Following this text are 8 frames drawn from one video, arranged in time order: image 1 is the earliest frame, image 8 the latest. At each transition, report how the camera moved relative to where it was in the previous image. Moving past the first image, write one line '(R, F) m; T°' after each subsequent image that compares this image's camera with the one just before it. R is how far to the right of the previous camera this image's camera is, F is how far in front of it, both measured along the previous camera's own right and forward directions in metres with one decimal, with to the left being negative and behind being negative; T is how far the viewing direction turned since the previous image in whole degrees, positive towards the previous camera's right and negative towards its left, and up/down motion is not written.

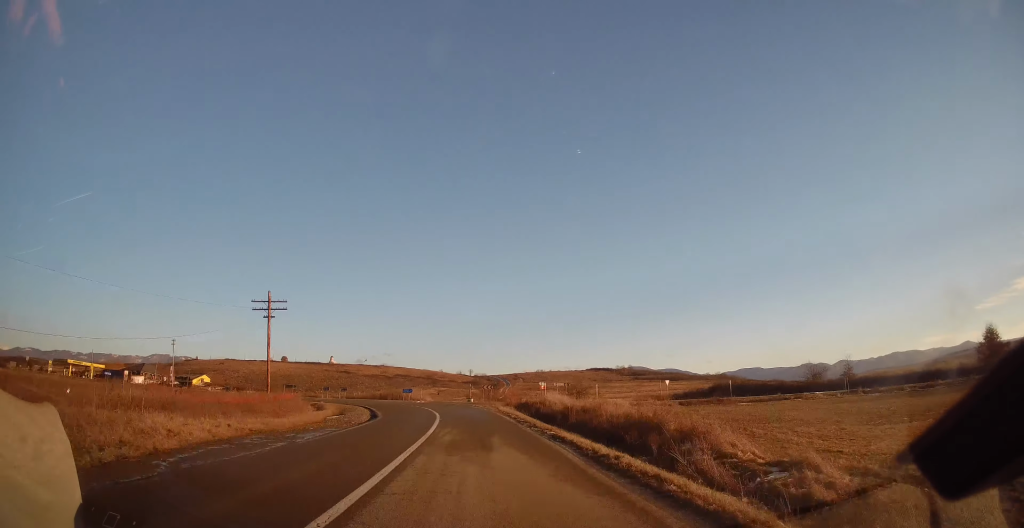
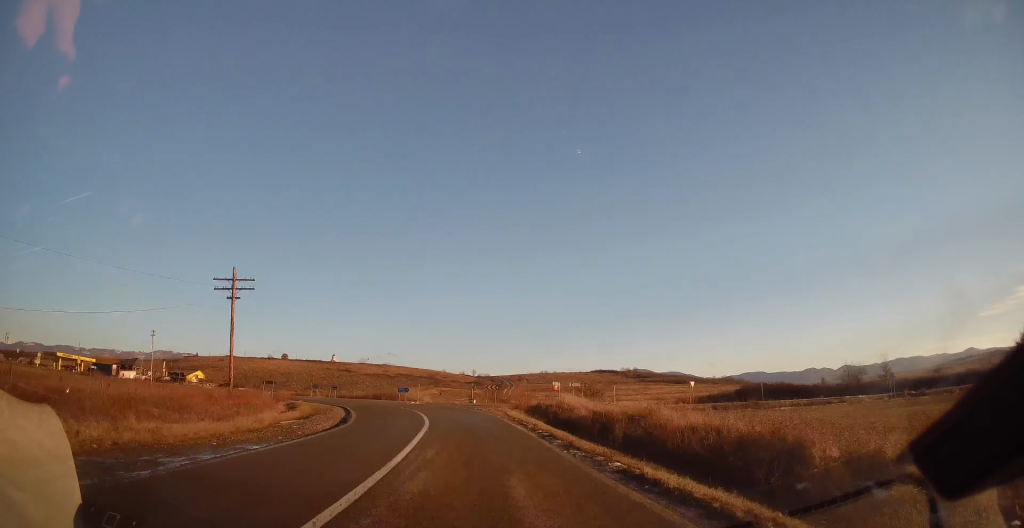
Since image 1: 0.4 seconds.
(0.0, +7.3) m; -1°
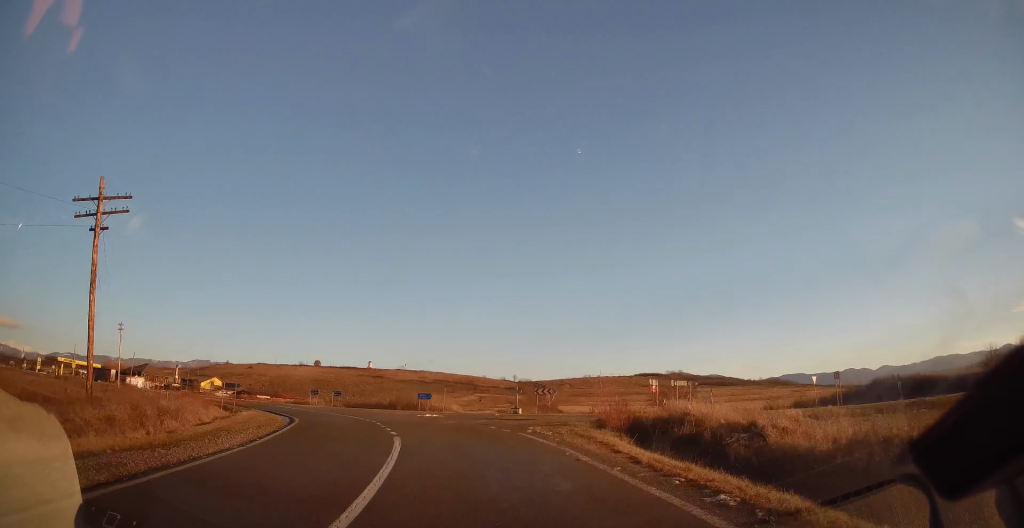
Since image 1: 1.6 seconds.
(-0.7, +17.4) m; -7°
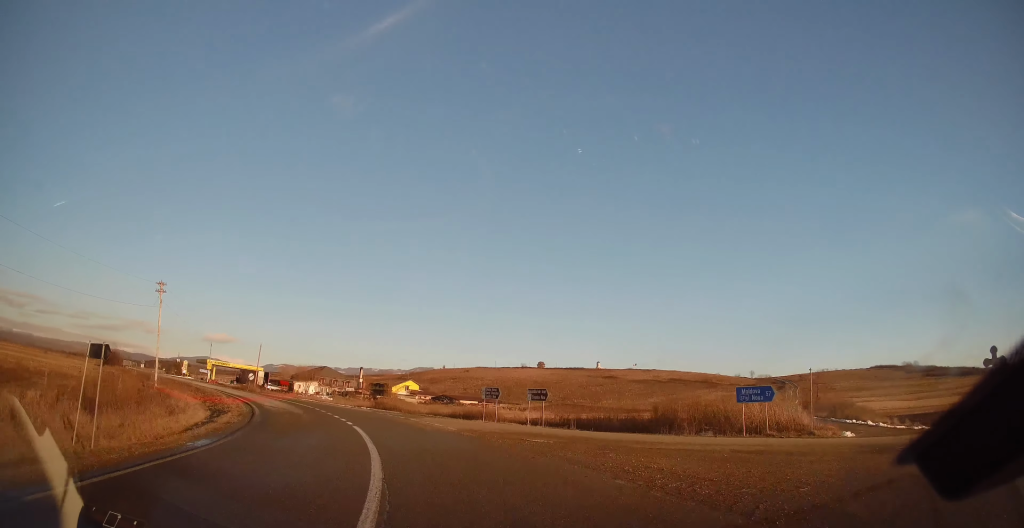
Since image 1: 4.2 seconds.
(-6.9, +33.8) m; -24°
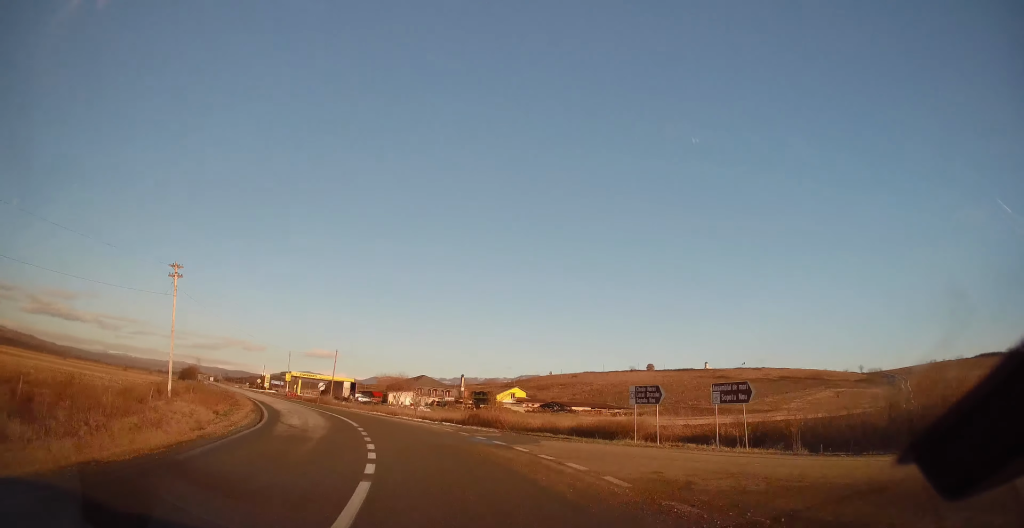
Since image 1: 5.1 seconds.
(-1.2, +12.1) m; -11°
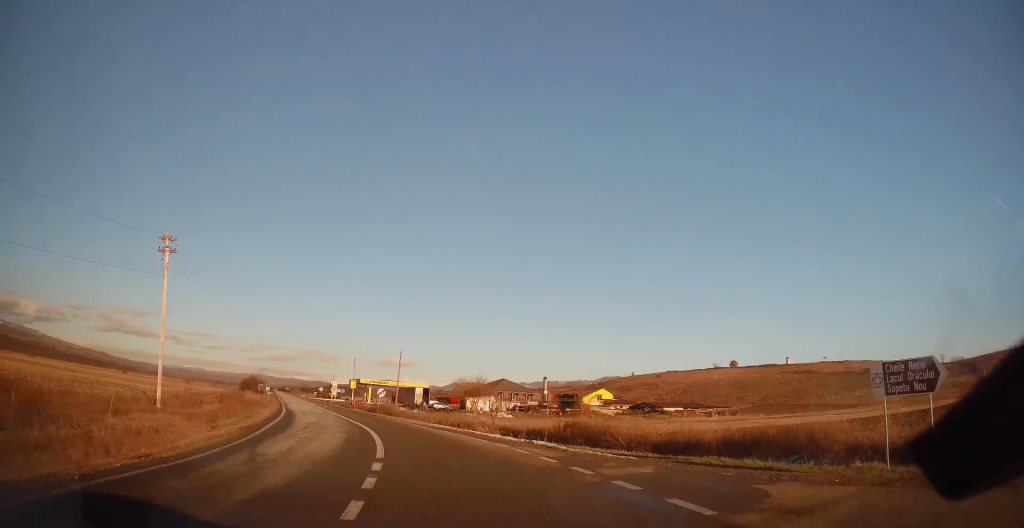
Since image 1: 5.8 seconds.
(-0.7, +9.3) m; -9°
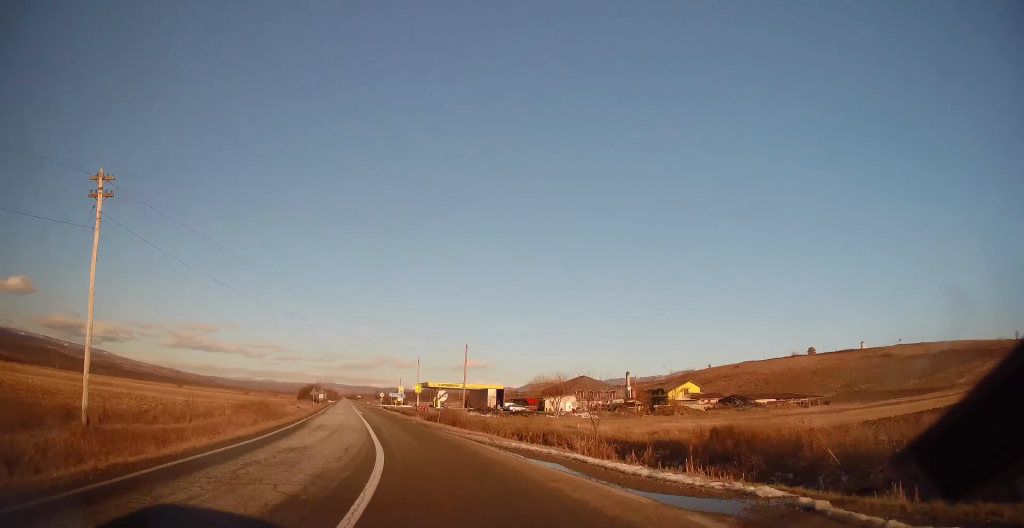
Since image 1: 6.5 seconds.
(-0.5, +10.2) m; -9°
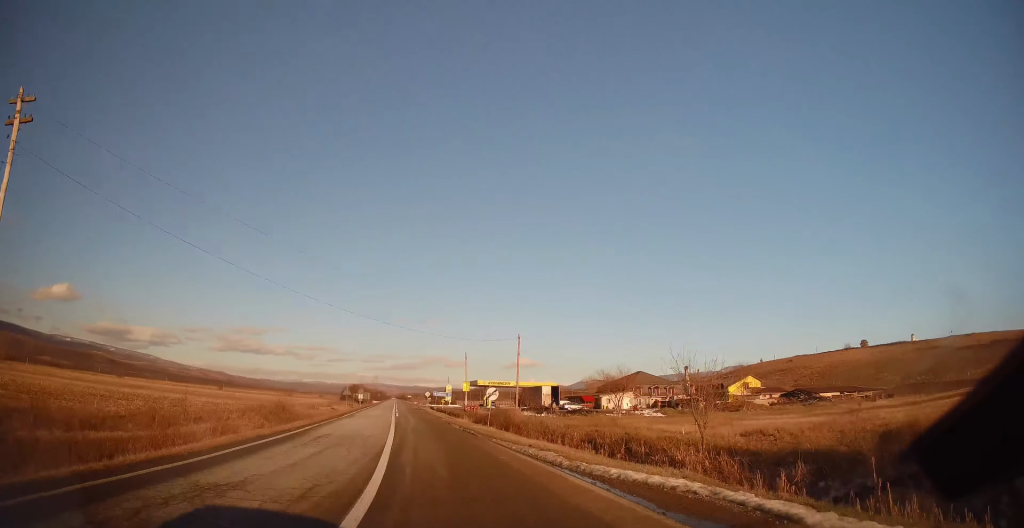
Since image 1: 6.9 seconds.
(-0.6, +6.7) m; -3°
